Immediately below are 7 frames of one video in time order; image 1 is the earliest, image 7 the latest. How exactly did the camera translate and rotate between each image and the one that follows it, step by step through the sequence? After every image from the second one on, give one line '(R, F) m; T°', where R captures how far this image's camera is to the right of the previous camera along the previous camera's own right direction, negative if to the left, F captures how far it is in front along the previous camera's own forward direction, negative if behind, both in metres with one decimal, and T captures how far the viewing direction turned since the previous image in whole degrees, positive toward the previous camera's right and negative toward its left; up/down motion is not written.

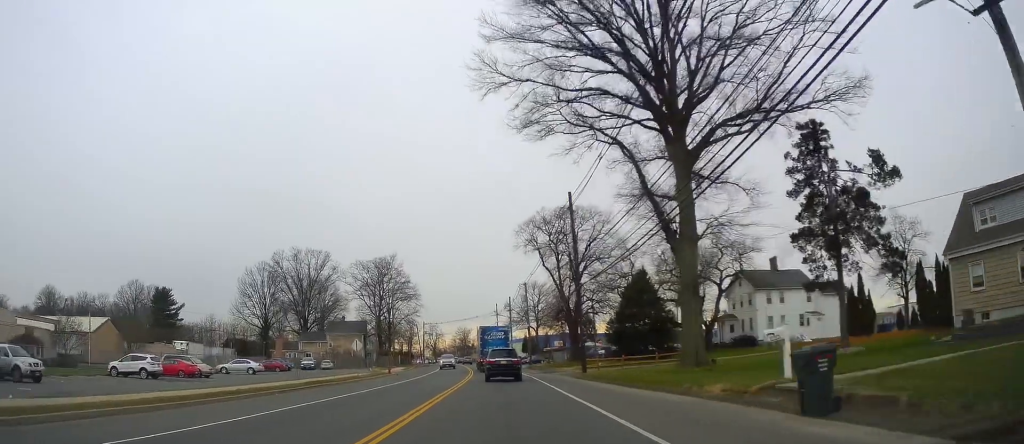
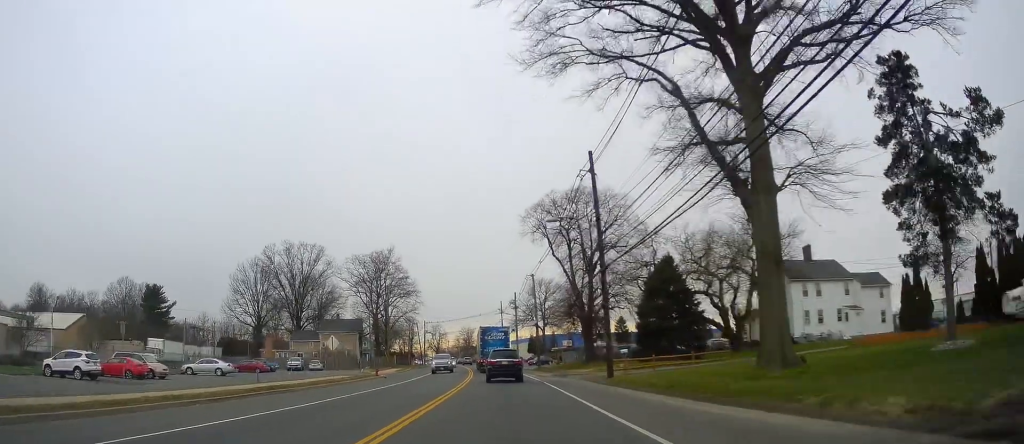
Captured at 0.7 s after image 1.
(0.0, +7.7) m; 0°
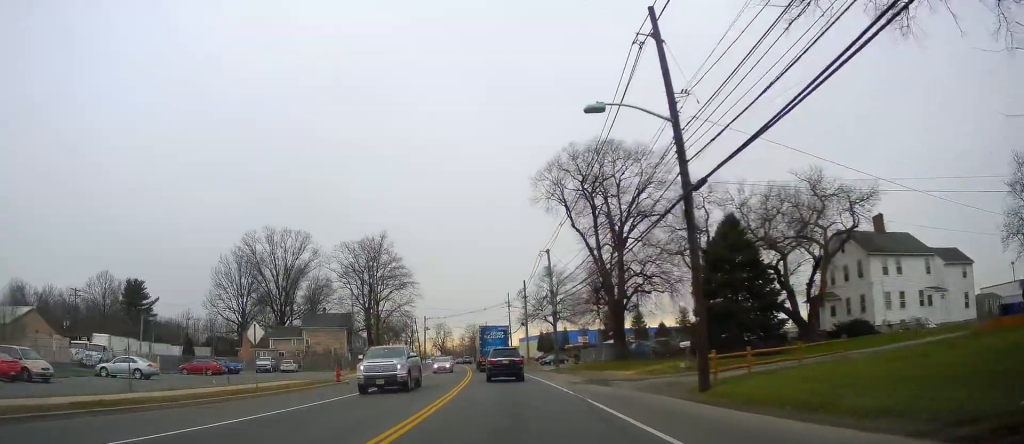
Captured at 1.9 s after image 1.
(-0.3, +13.8) m; -3°
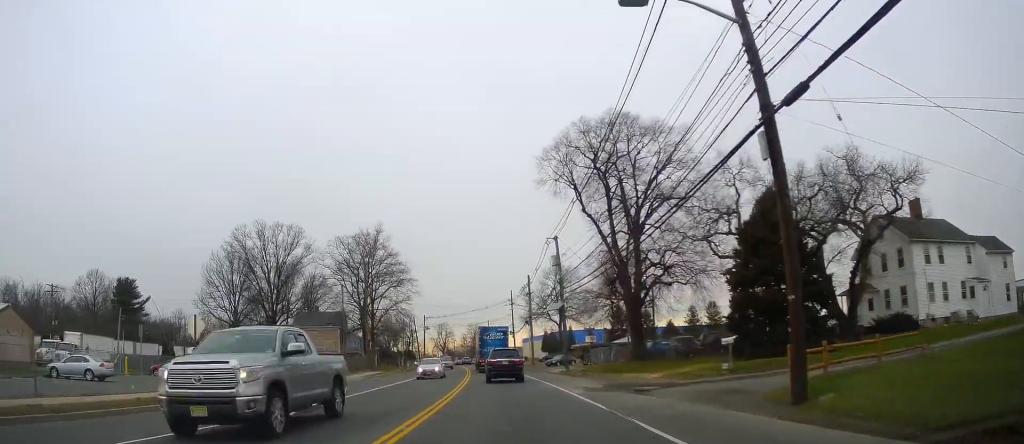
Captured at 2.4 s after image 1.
(-0.3, +5.3) m; 0°
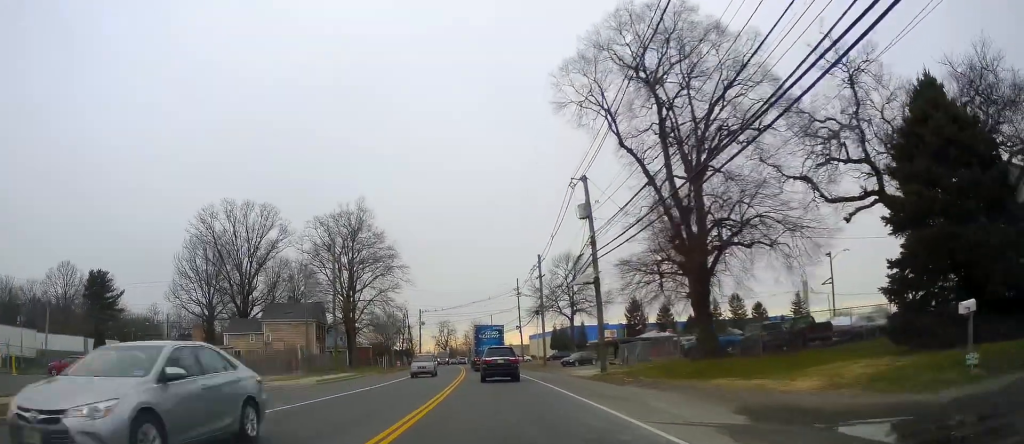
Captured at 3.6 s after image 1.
(+0.4, +13.8) m; 0°
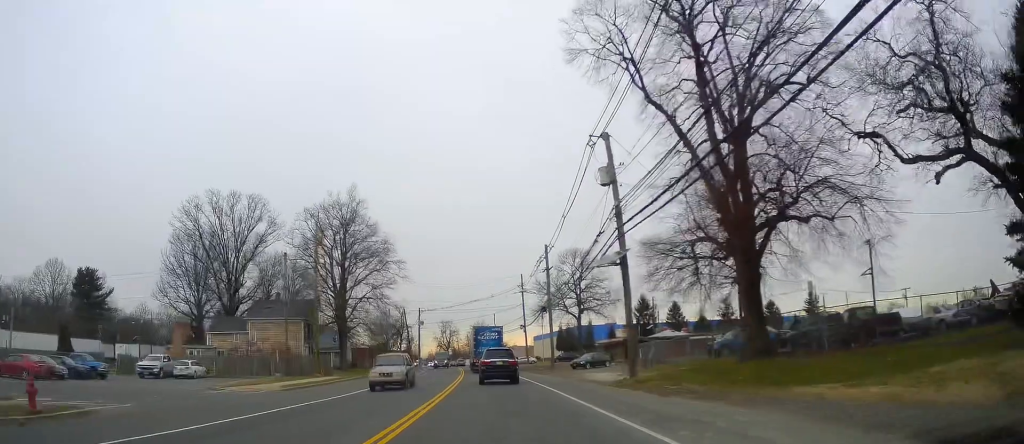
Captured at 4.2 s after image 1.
(-0.3, +6.4) m; 0°
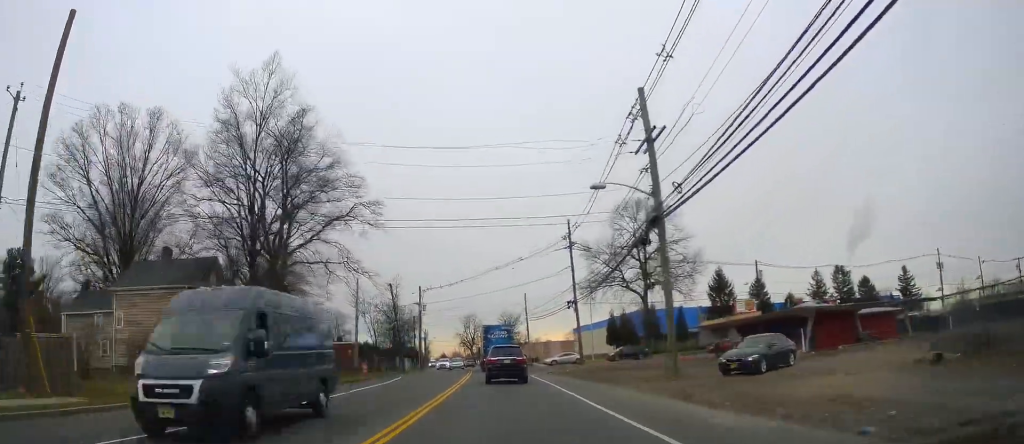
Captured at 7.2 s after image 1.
(+0.1, +32.9) m; 0°
